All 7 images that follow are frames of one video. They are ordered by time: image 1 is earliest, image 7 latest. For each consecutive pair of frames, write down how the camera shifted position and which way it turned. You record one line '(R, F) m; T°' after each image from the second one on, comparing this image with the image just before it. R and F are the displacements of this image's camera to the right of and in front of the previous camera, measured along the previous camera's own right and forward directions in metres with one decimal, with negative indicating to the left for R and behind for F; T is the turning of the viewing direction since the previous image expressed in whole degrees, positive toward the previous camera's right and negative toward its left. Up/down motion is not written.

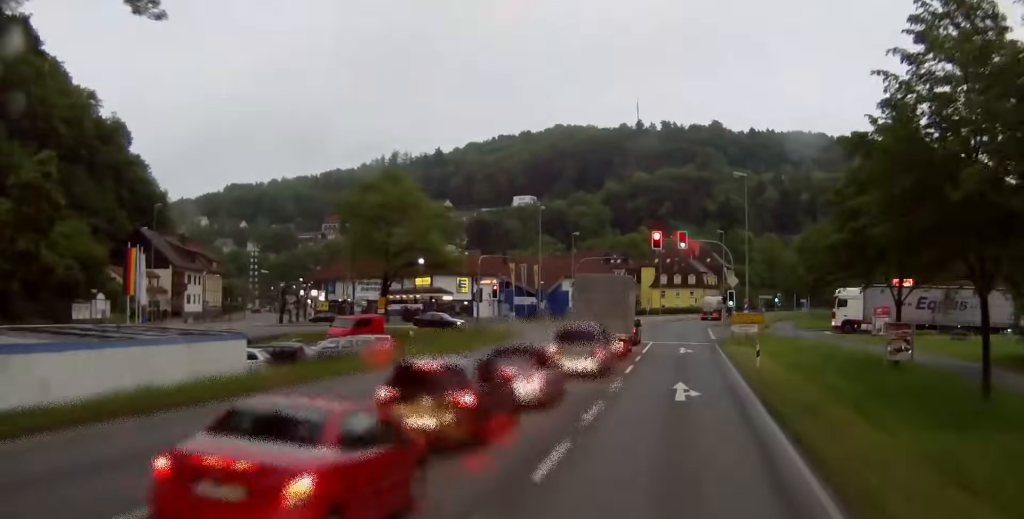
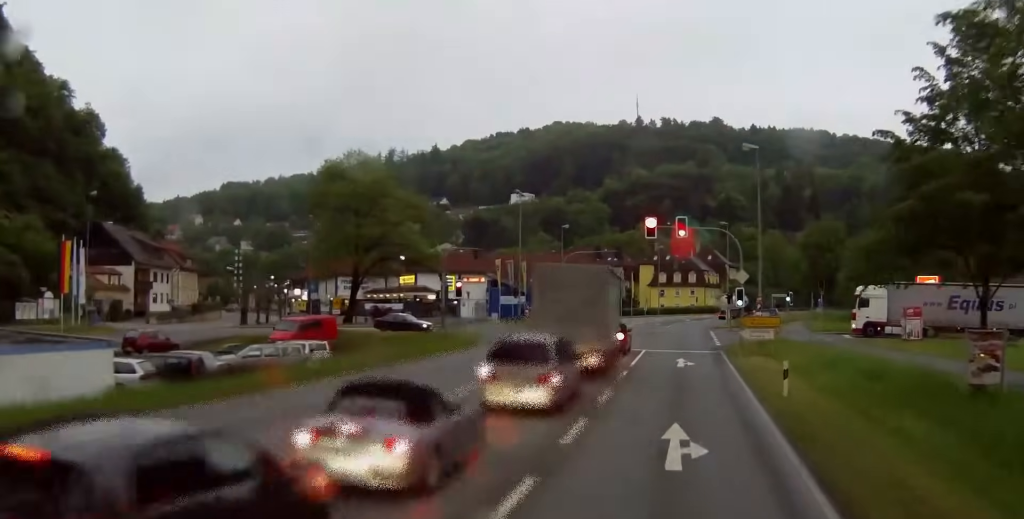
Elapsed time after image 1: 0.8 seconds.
(0.0, +8.8) m; 0°
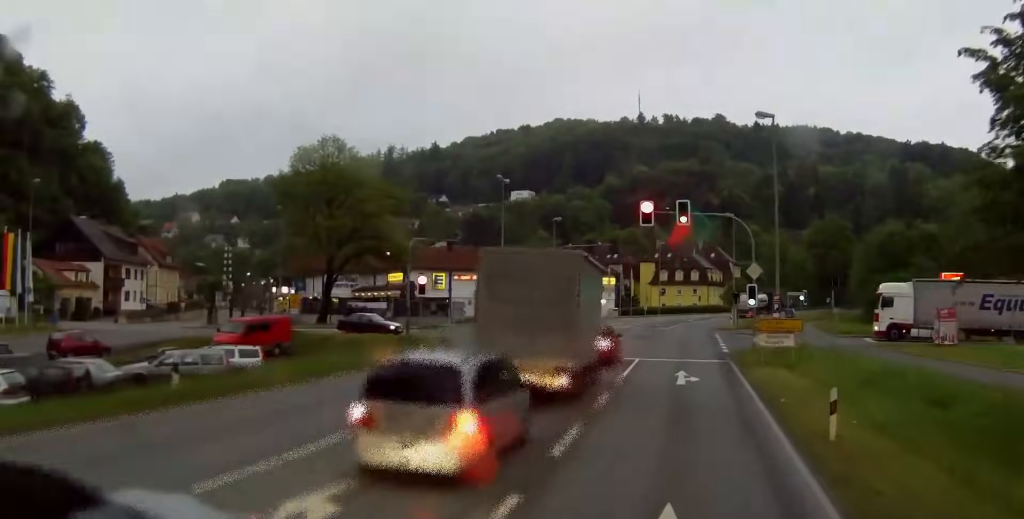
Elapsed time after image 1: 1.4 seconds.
(0.0, +6.9) m; 0°
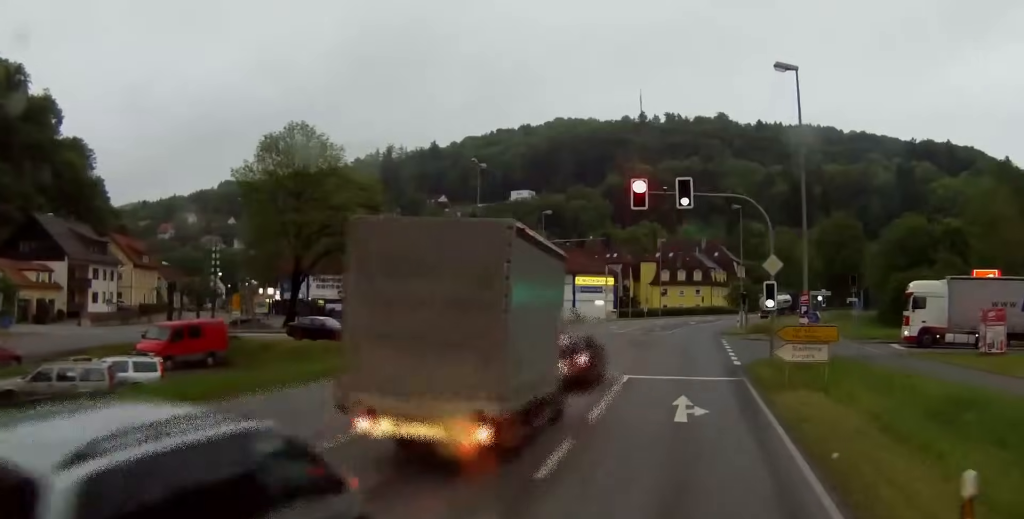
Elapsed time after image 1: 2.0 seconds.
(0.0, +7.4) m; 0°
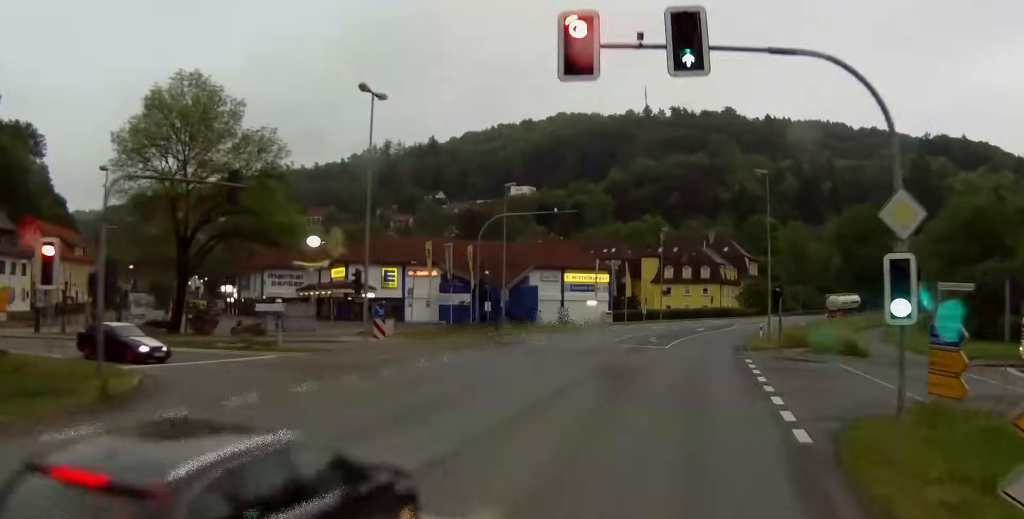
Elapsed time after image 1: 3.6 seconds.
(-0.1, +18.6) m; -1°
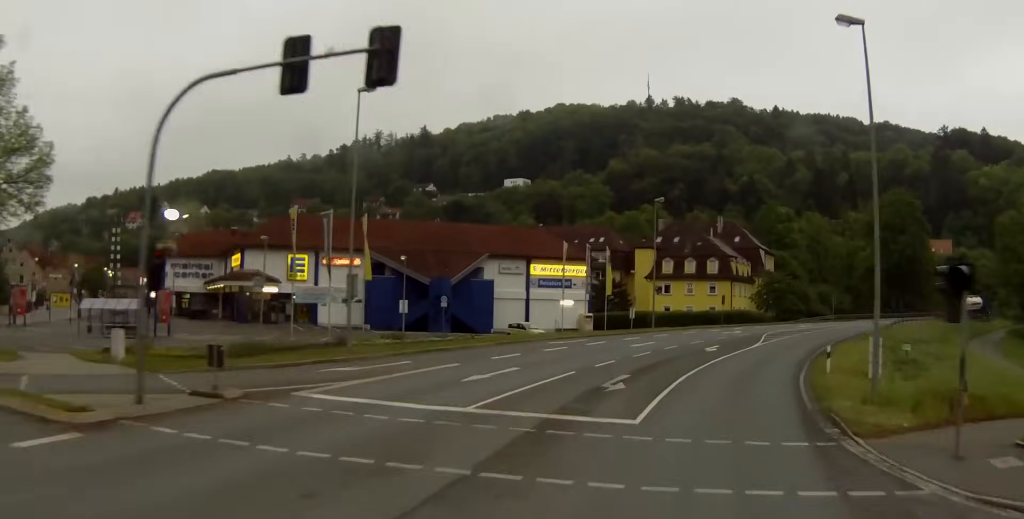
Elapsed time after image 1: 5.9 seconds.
(+1.1, +28.2) m; +2°
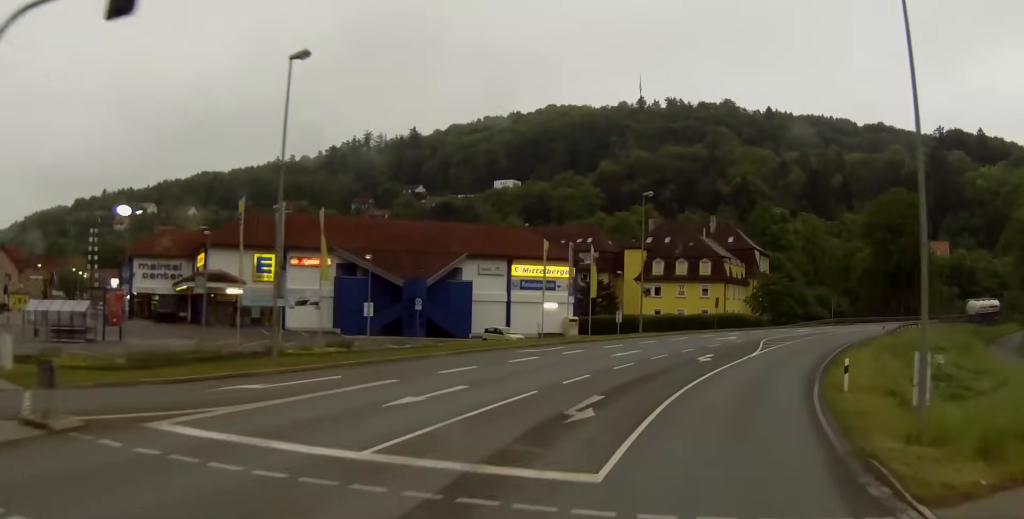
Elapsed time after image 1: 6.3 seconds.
(-0.2, +5.4) m; -1°
